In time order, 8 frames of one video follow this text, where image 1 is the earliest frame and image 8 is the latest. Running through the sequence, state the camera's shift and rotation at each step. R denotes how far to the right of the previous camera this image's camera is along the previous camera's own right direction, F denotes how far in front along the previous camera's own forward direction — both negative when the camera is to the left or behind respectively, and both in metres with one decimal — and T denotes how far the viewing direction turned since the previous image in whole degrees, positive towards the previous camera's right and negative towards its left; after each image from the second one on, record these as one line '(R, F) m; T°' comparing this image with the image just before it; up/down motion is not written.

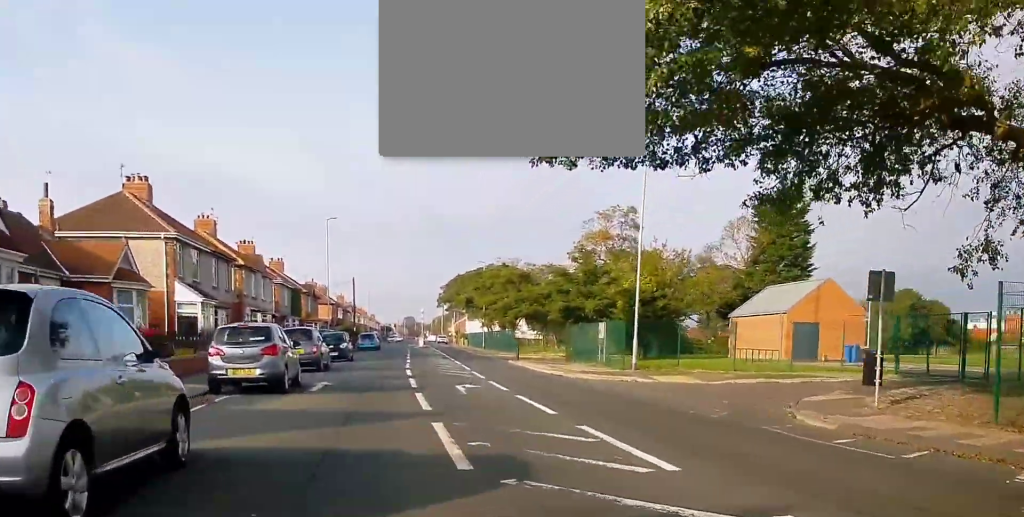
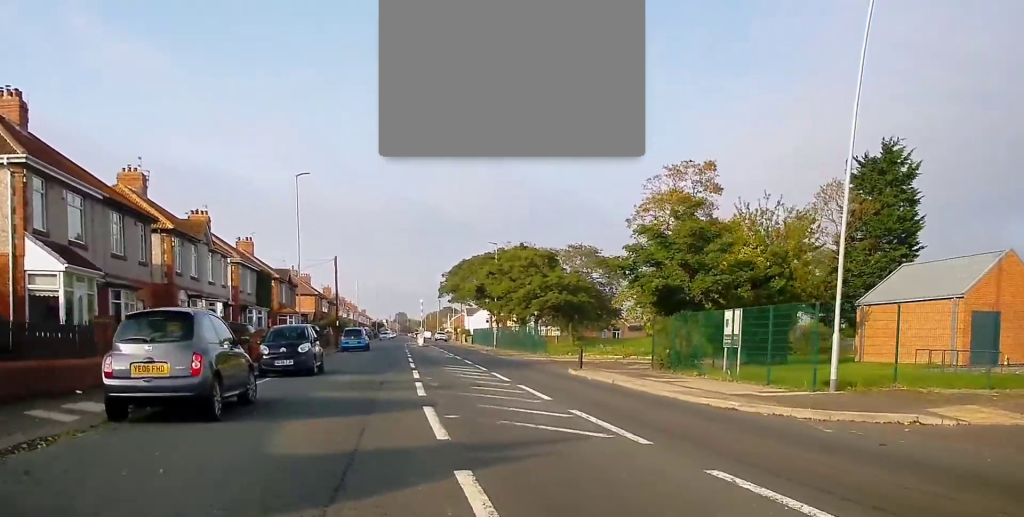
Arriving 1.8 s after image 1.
(+0.4, +16.1) m; +2°
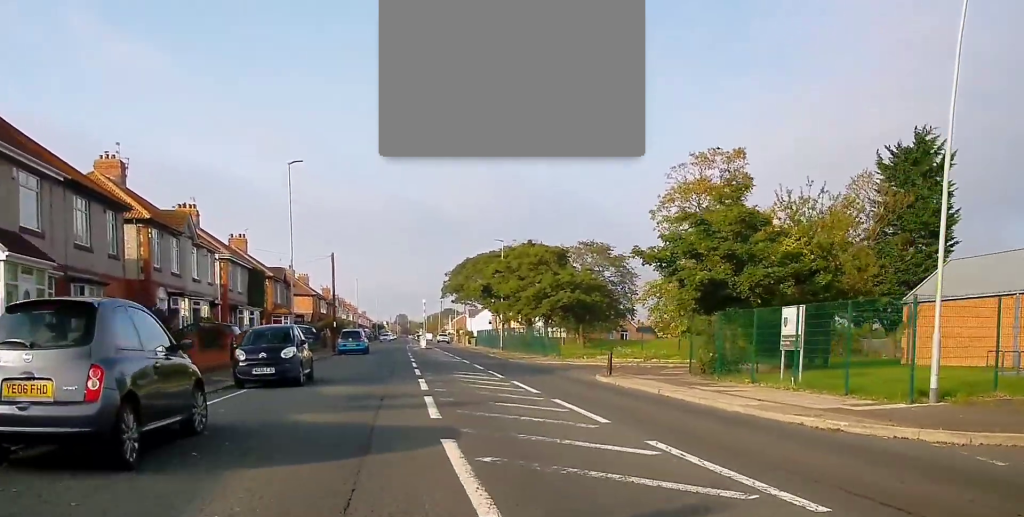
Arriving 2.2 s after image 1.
(0.0, +3.8) m; 0°
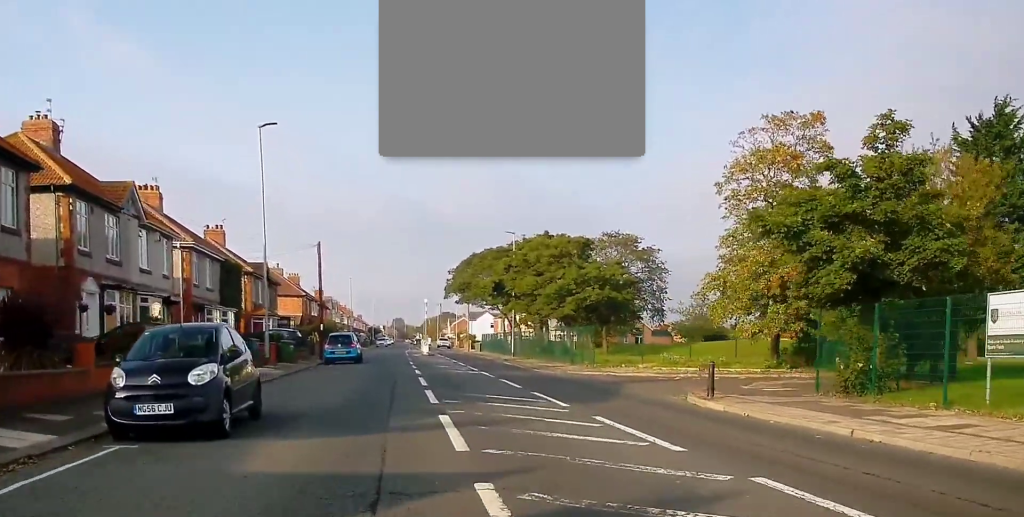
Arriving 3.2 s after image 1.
(0.0, +8.3) m; 0°
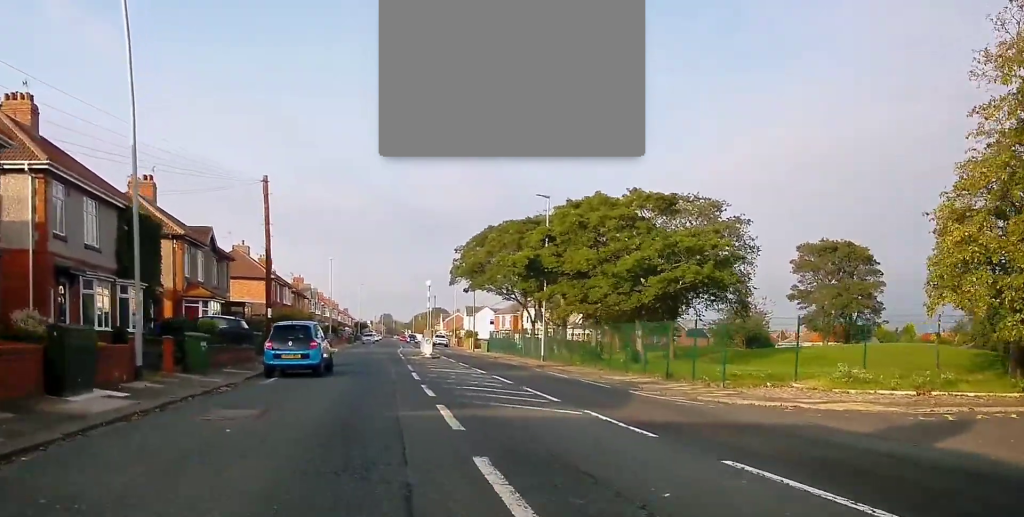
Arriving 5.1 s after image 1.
(-1.0, +16.4) m; -2°
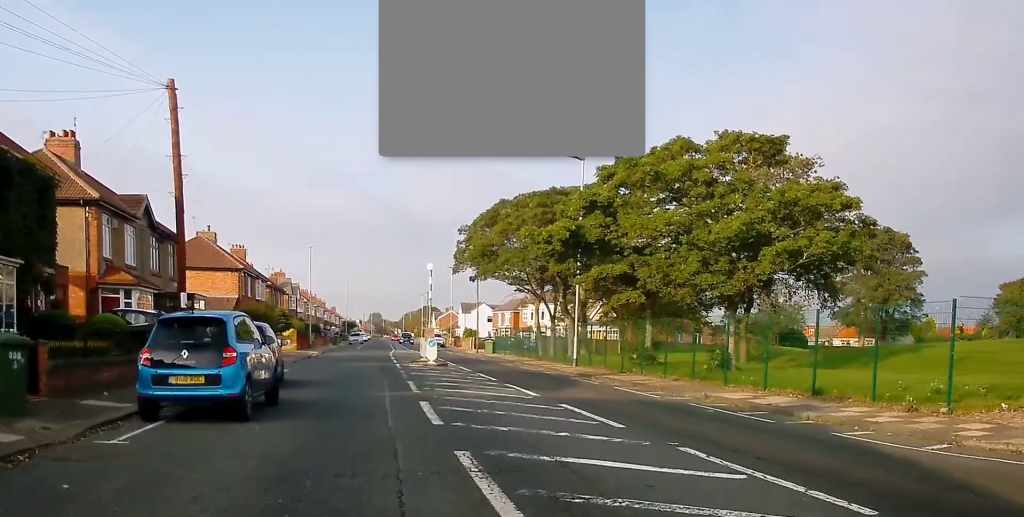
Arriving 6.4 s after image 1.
(+0.9, +10.8) m; +5°
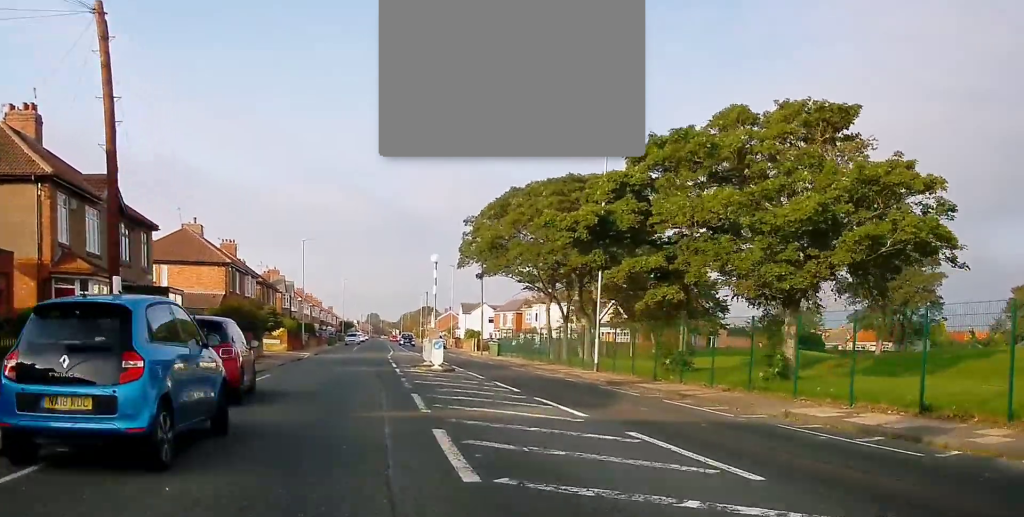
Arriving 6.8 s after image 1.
(-0.1, +4.3) m; -1°
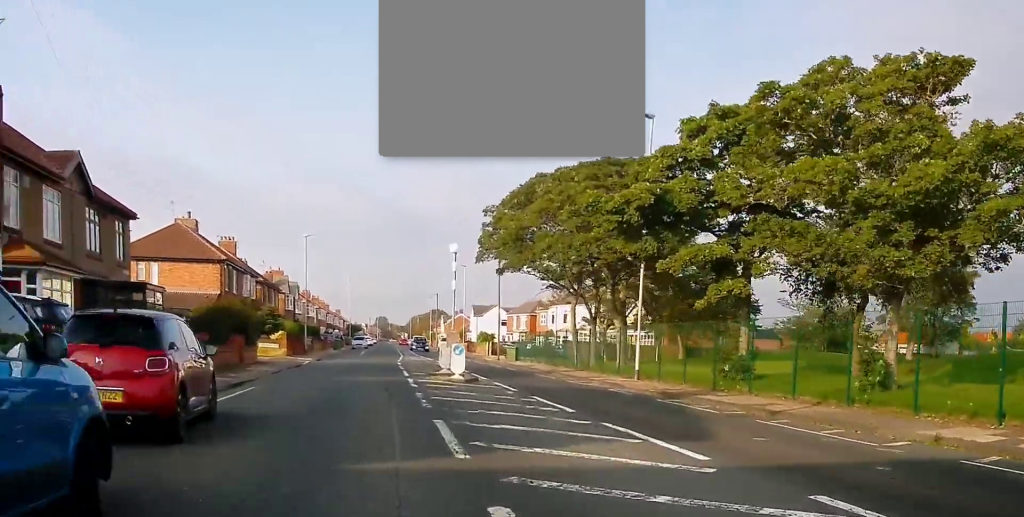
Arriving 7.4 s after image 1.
(-0.2, +4.7) m; -2°
